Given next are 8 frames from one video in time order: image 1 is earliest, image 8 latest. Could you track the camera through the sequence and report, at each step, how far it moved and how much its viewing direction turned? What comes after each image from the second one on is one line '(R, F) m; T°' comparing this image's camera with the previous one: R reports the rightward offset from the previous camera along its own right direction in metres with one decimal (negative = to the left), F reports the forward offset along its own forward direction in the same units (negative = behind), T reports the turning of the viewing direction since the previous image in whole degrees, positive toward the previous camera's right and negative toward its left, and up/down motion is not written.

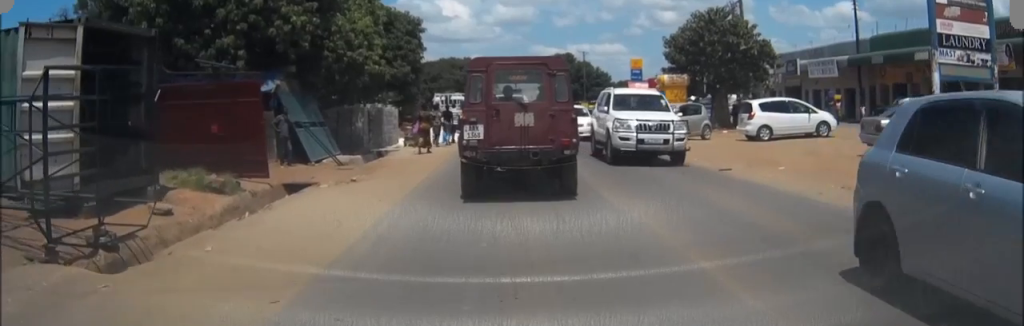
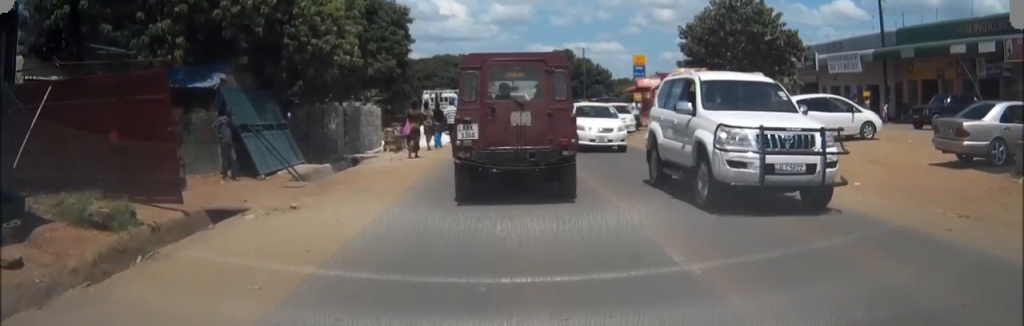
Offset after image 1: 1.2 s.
(-0.1, +4.2) m; -3°
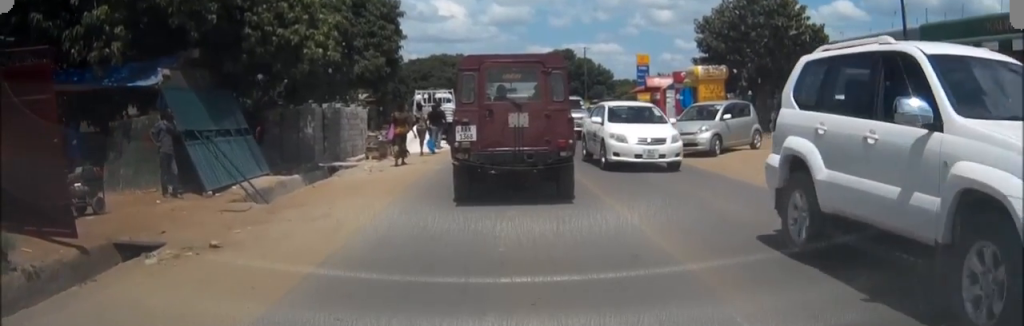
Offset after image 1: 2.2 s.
(-0.1, +3.1) m; +2°
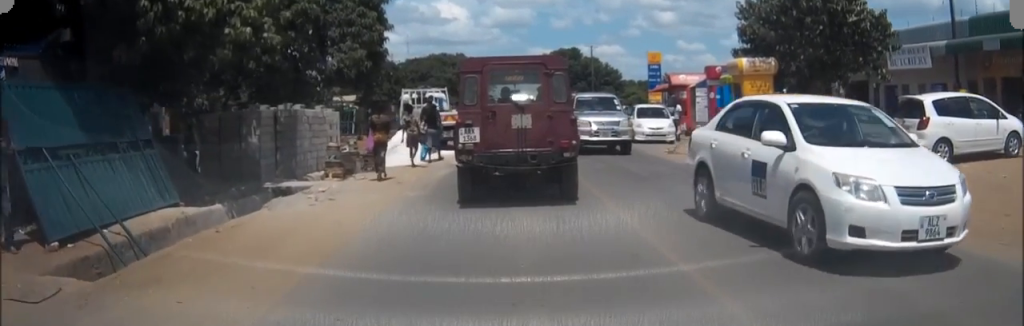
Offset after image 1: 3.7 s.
(+0.3, +5.6) m; +4°
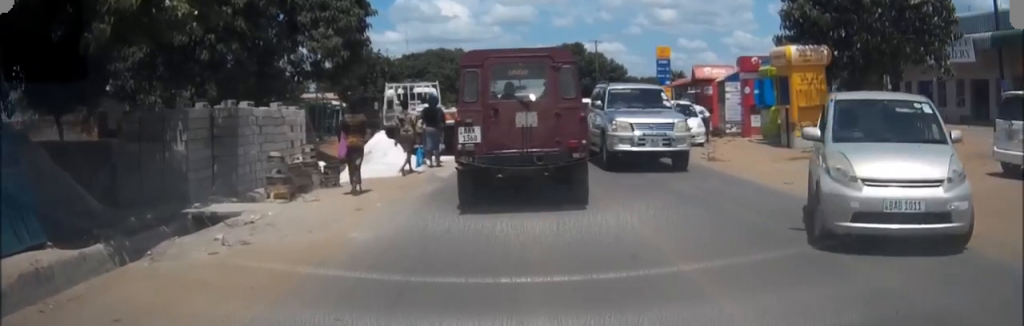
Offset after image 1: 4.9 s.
(-0.1, +4.3) m; -1°
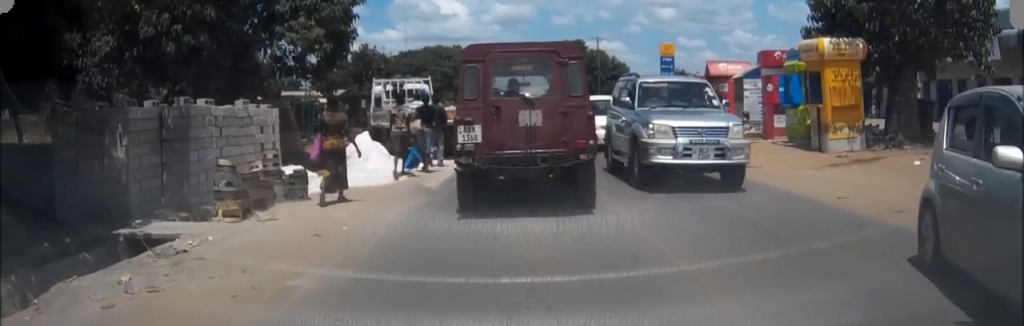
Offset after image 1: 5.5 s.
(0.0, +2.4) m; 0°
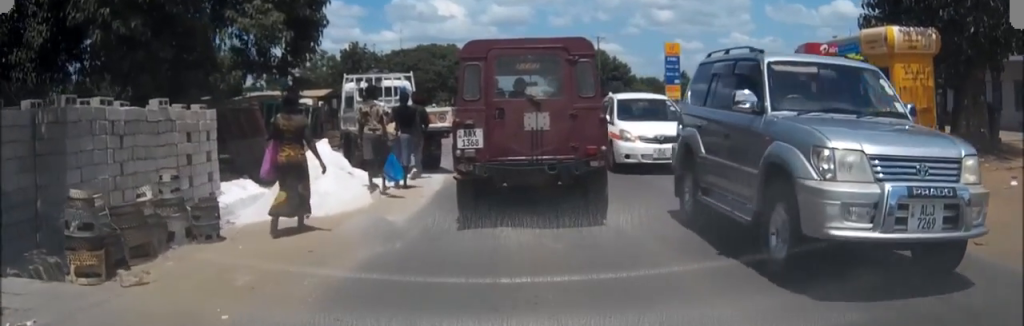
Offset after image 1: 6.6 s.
(+0.1, +3.9) m; +2°
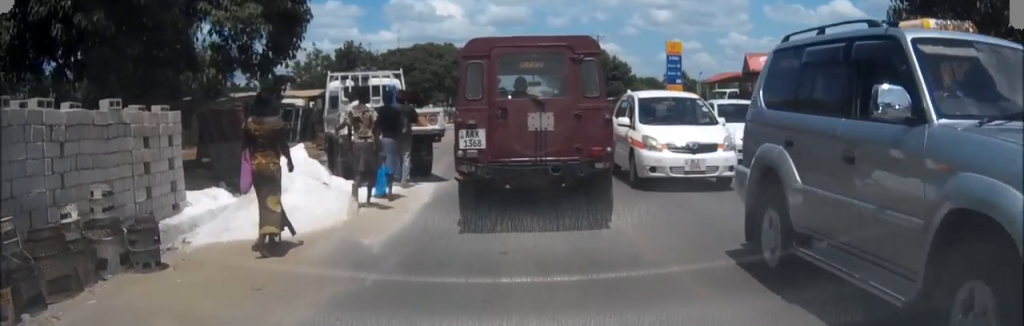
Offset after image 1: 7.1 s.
(+0.1, +1.5) m; -1°
